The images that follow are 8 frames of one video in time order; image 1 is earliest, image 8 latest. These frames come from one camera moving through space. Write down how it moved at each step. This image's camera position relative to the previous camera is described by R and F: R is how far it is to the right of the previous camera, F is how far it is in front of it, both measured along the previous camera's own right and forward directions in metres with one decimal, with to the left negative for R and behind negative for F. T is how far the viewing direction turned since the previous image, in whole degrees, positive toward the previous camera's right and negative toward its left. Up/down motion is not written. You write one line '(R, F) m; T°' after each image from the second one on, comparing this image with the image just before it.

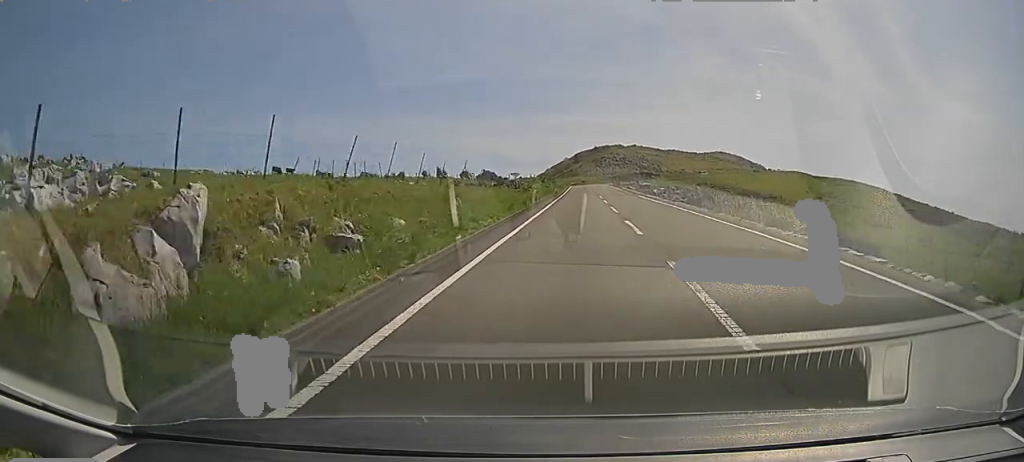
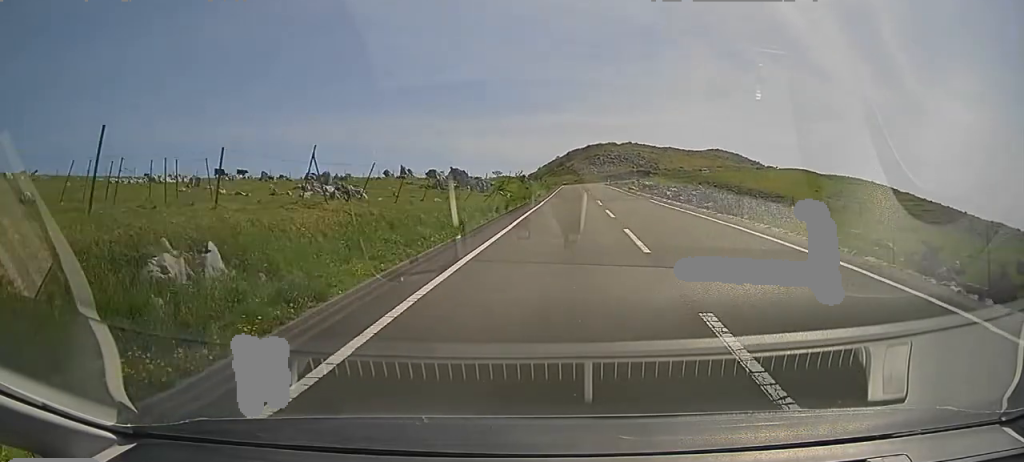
(+0.1, +14.0) m; 0°
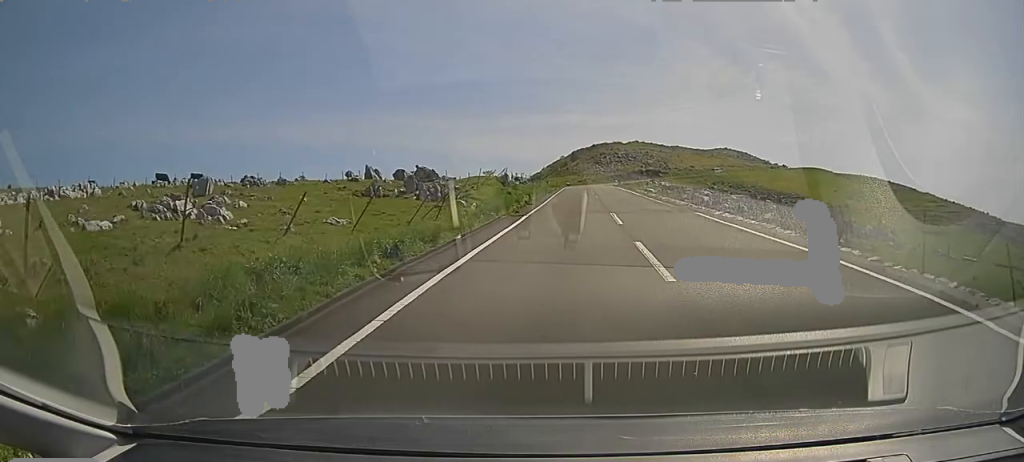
(0.0, +13.3) m; 0°
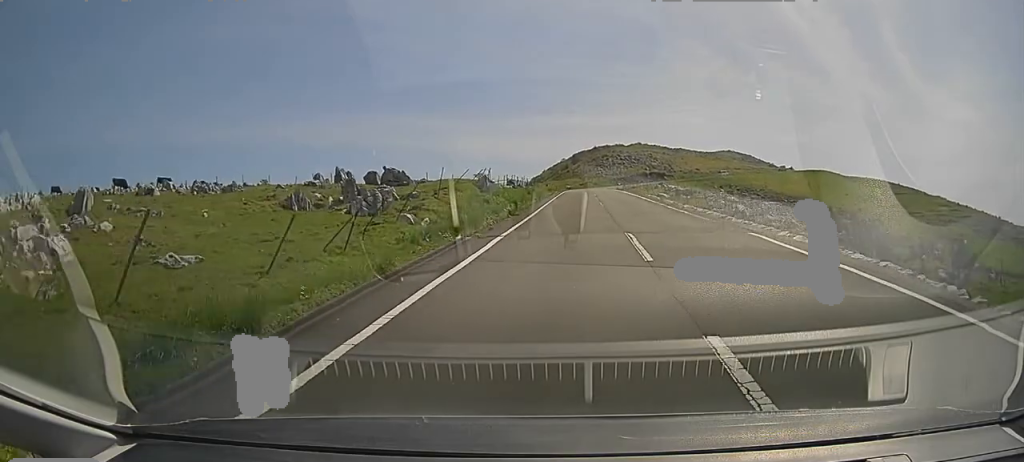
(+0.1, +7.6) m; -1°
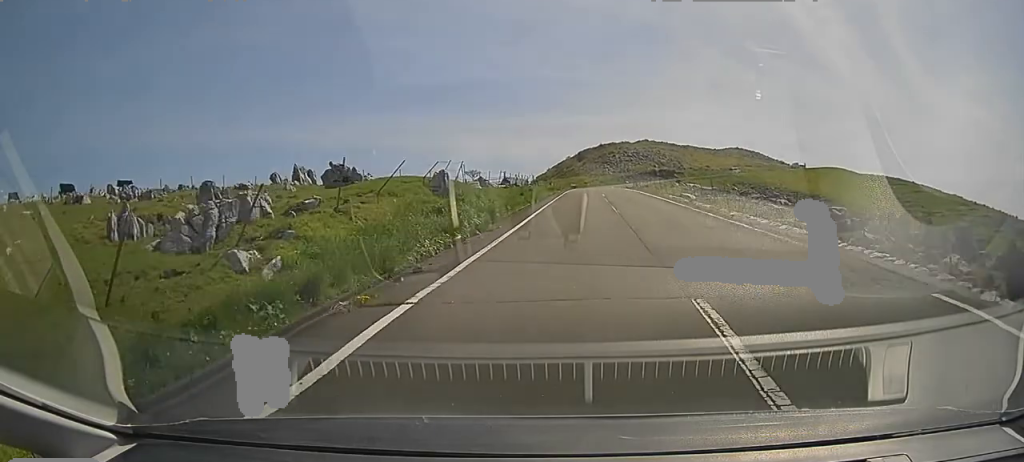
(-0.1, +8.8) m; 0°
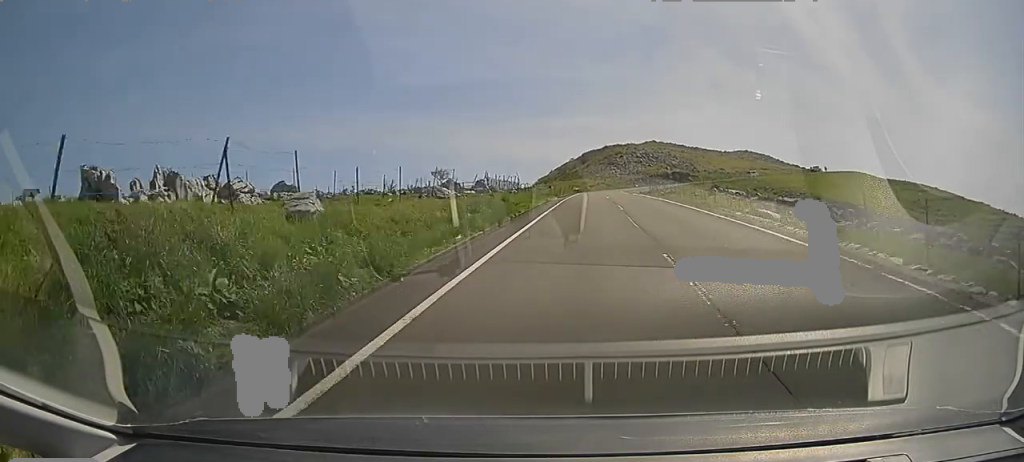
(-0.2, +16.2) m; 0°
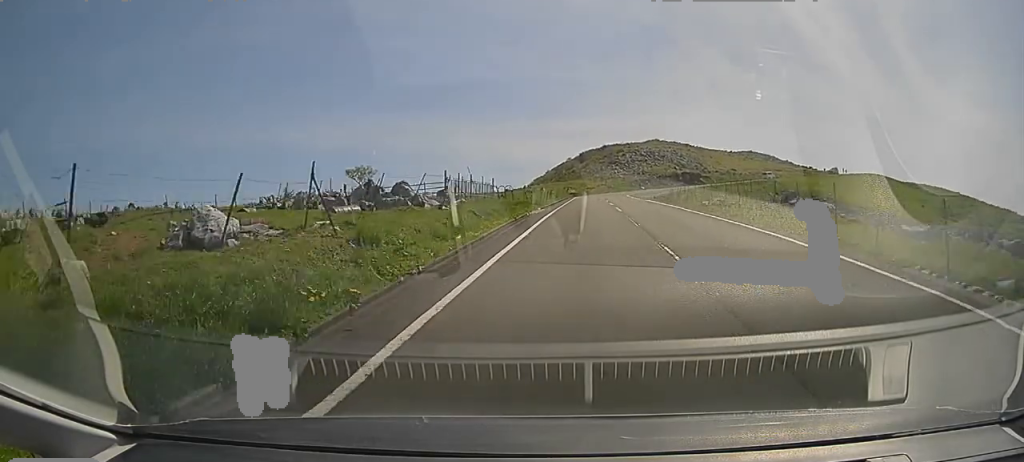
(+0.2, +17.7) m; 0°
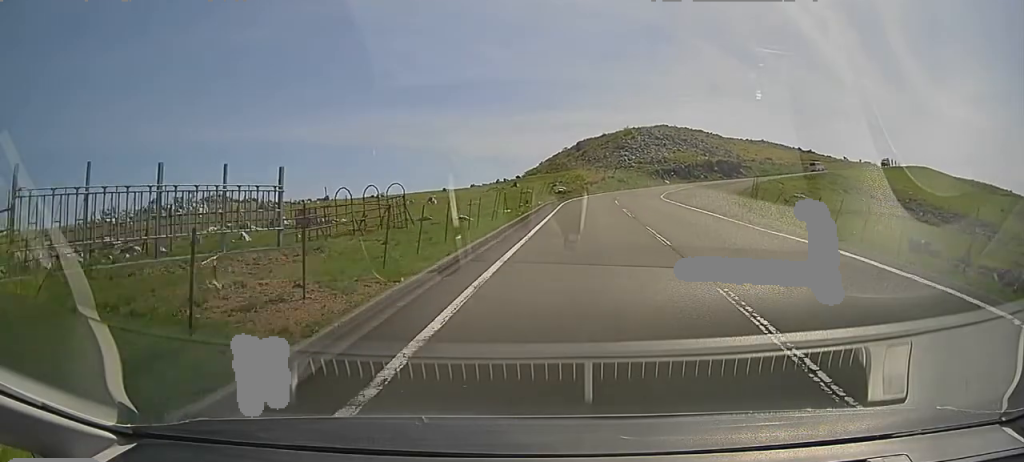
(-0.2, +35.2) m; 0°
